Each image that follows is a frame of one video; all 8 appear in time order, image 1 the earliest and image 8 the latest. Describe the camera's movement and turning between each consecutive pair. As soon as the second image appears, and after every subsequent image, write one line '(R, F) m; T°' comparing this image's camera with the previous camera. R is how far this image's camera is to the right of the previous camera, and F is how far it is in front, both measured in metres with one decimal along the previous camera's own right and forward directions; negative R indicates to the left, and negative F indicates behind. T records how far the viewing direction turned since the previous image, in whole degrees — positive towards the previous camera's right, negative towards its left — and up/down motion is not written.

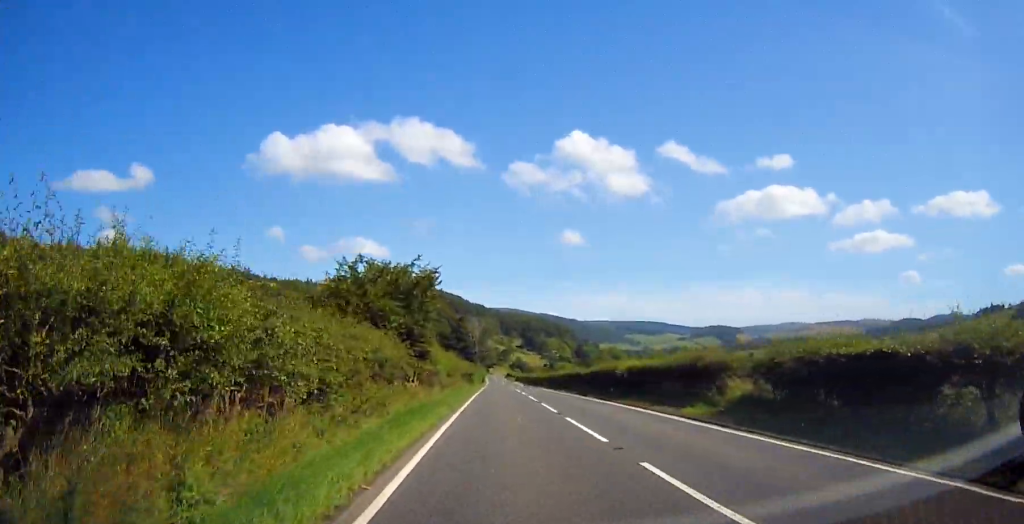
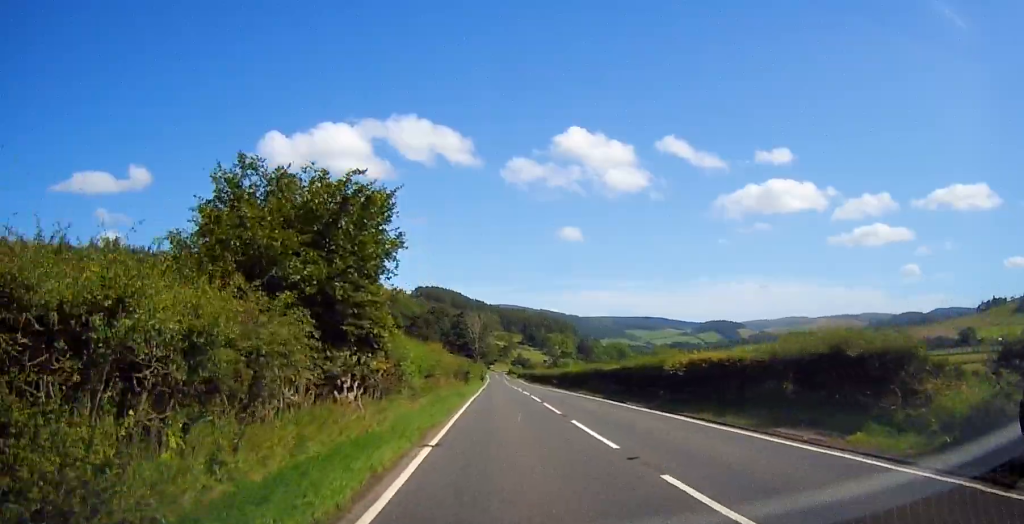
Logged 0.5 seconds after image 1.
(+0.1, +10.3) m; +1°
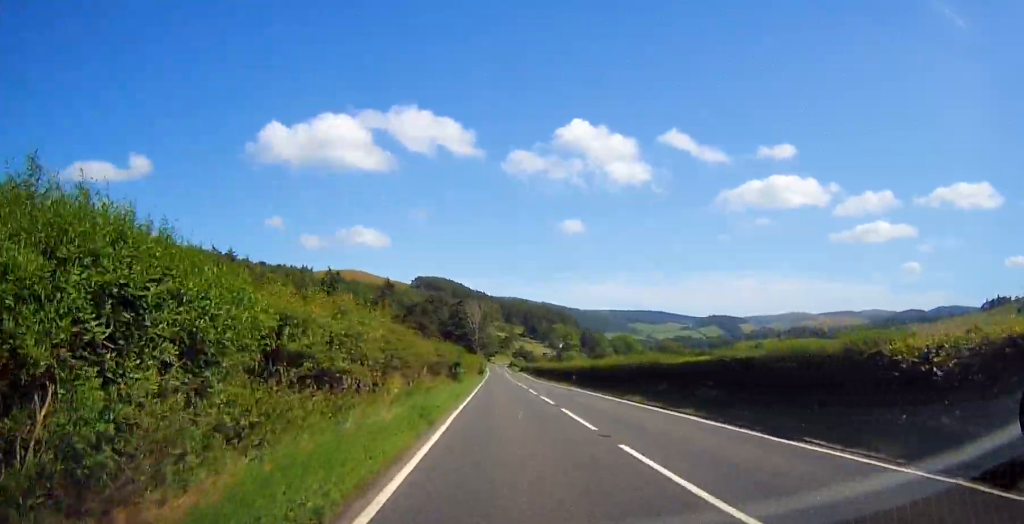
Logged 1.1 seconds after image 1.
(0.0, +15.7) m; +1°
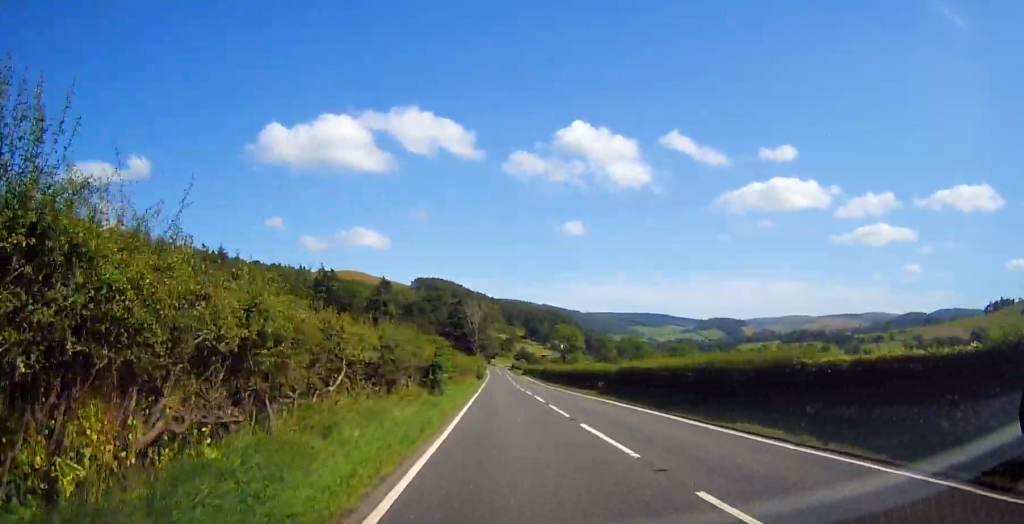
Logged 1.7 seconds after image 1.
(+0.2, +13.1) m; 0°
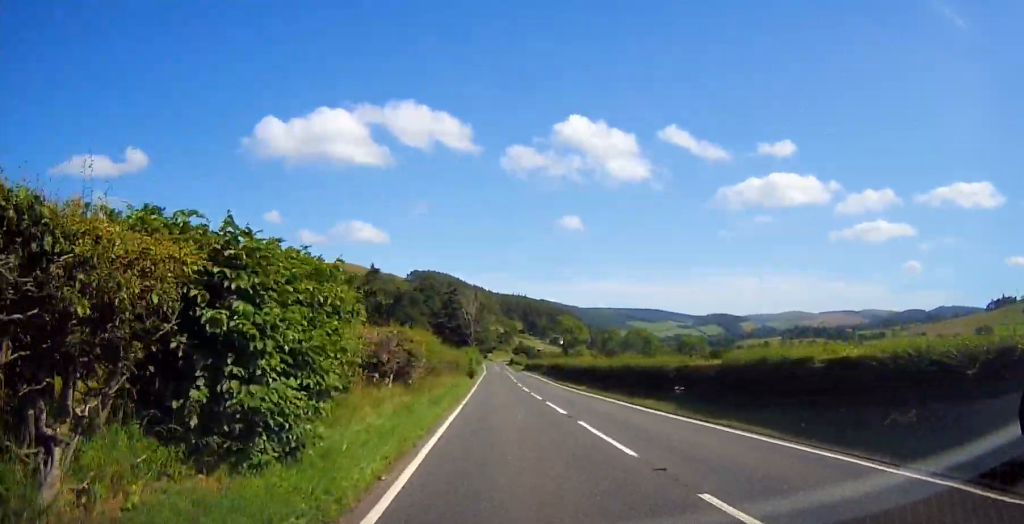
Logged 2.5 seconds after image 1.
(0.0, +18.1) m; 0°
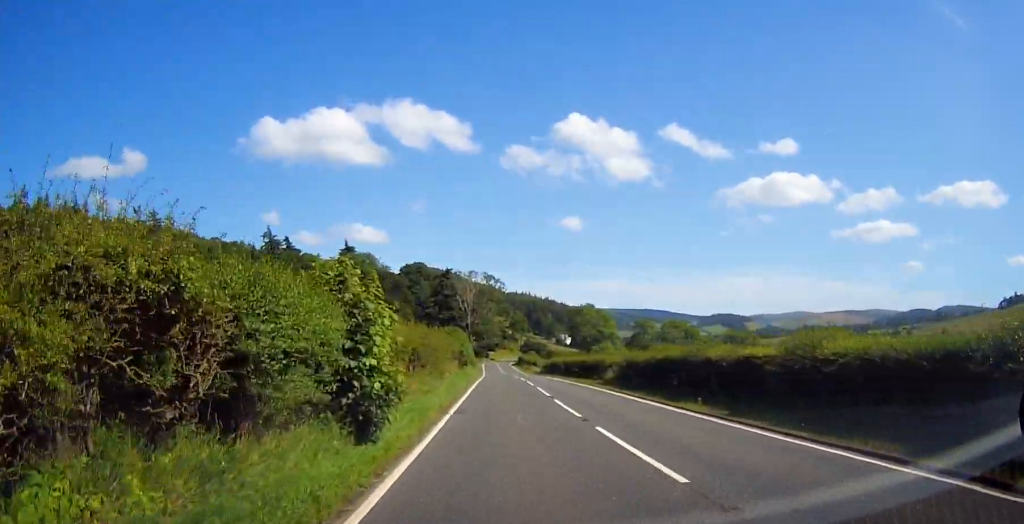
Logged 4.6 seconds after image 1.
(-0.2, +47.6) m; -1°
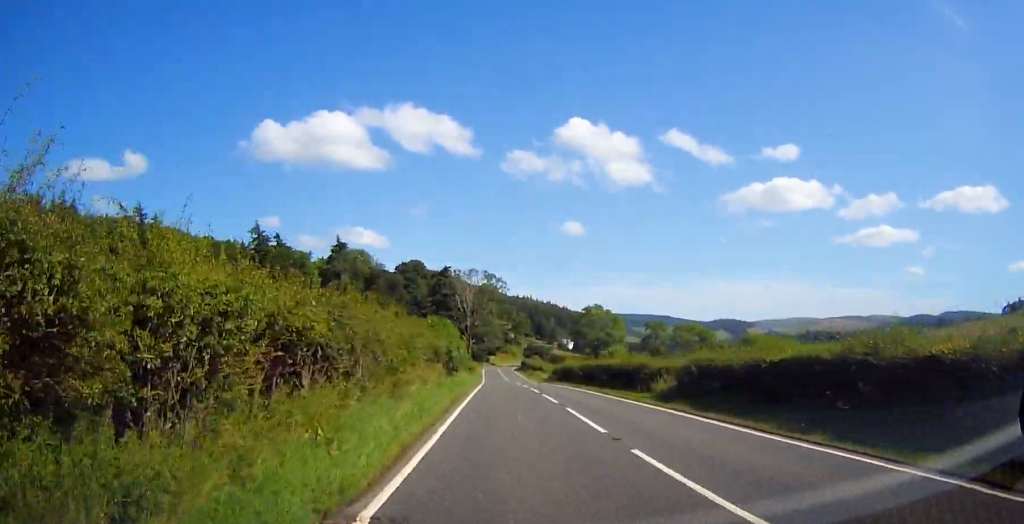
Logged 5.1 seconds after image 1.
(-0.1, +12.3) m; 0°
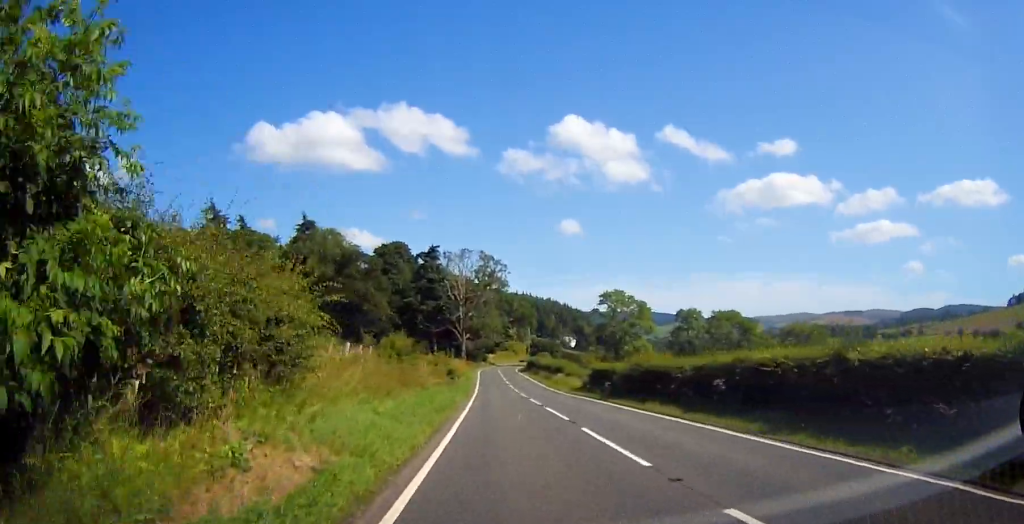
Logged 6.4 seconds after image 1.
(0.0, +31.1) m; 0°
